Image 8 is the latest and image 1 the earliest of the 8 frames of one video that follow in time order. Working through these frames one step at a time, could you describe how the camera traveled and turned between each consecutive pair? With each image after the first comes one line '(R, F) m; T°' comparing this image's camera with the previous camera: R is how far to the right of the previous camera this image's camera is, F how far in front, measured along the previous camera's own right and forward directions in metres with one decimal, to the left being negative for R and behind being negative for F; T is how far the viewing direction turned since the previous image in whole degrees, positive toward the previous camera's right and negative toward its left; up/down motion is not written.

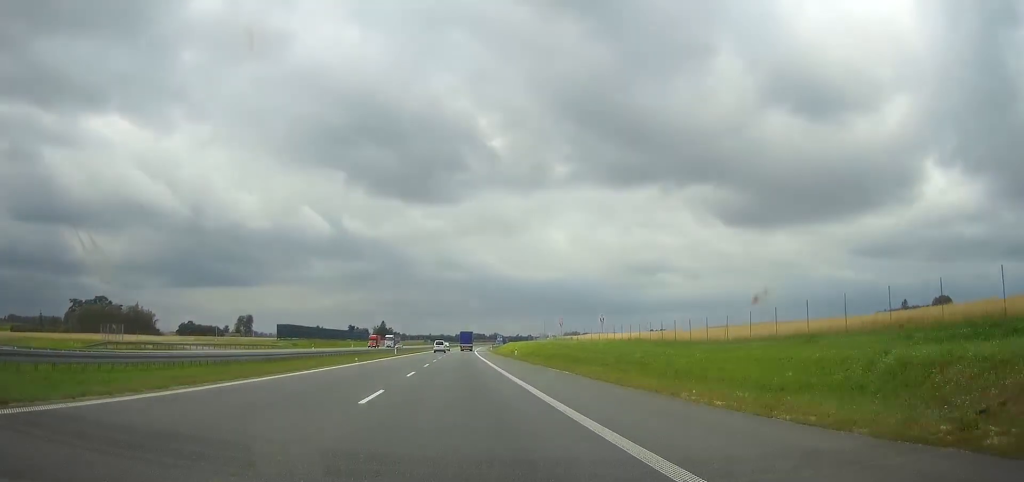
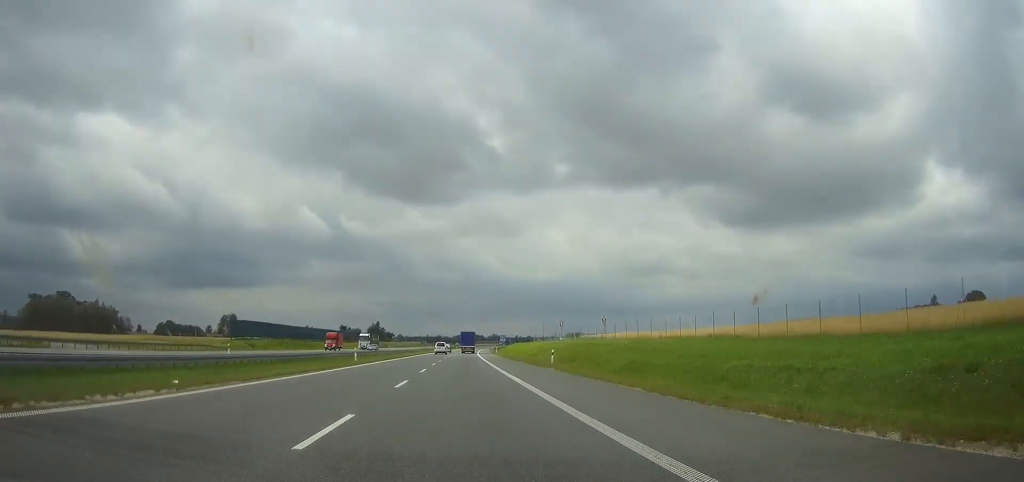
(0.0, +30.0) m; 0°
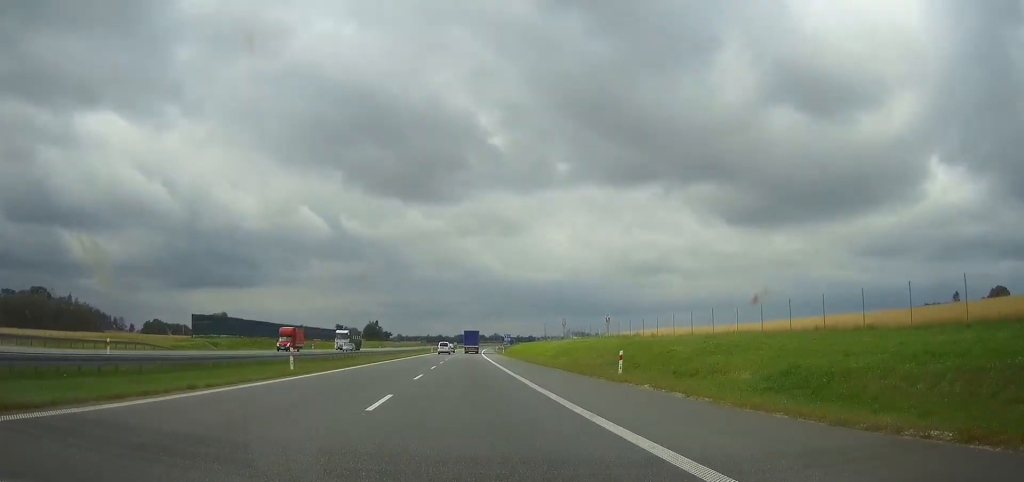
(0.0, +19.2) m; 0°
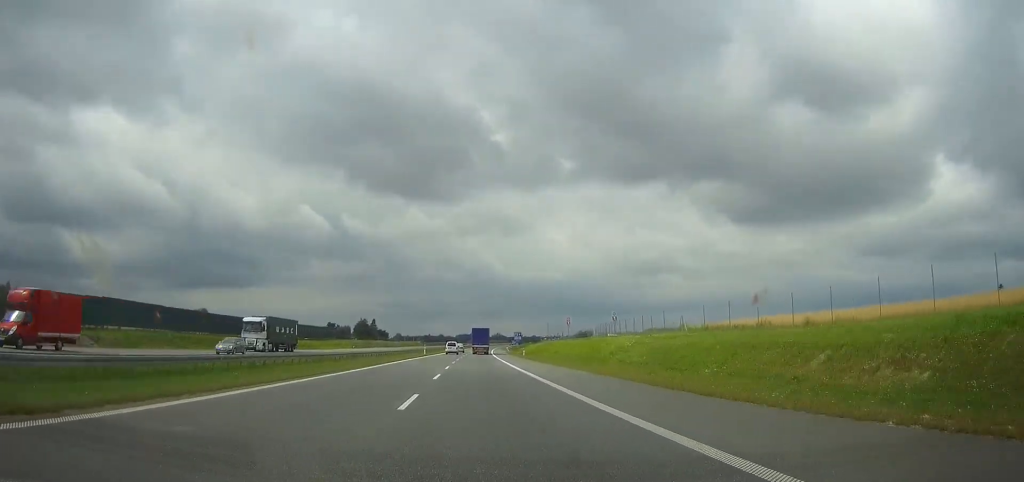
(0.0, +35.8) m; 0°
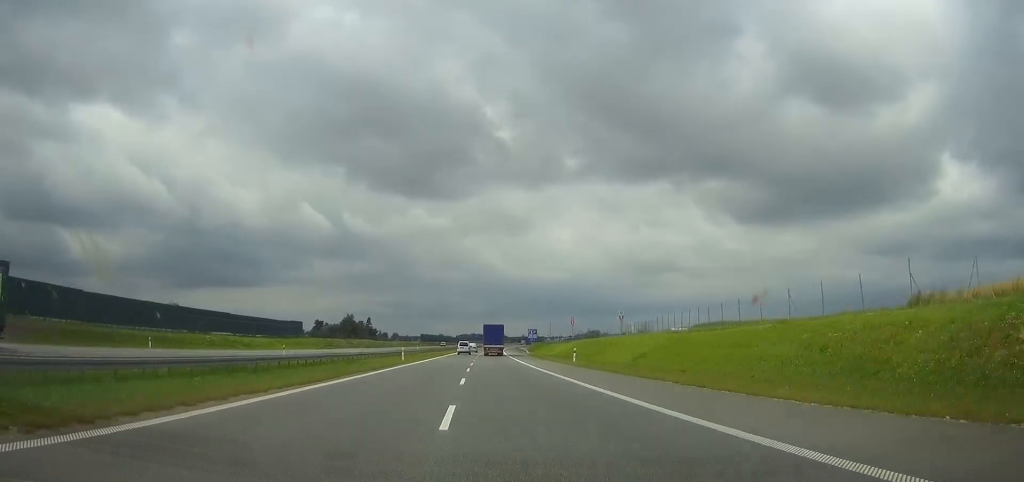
(0.0, +38.9) m; 0°
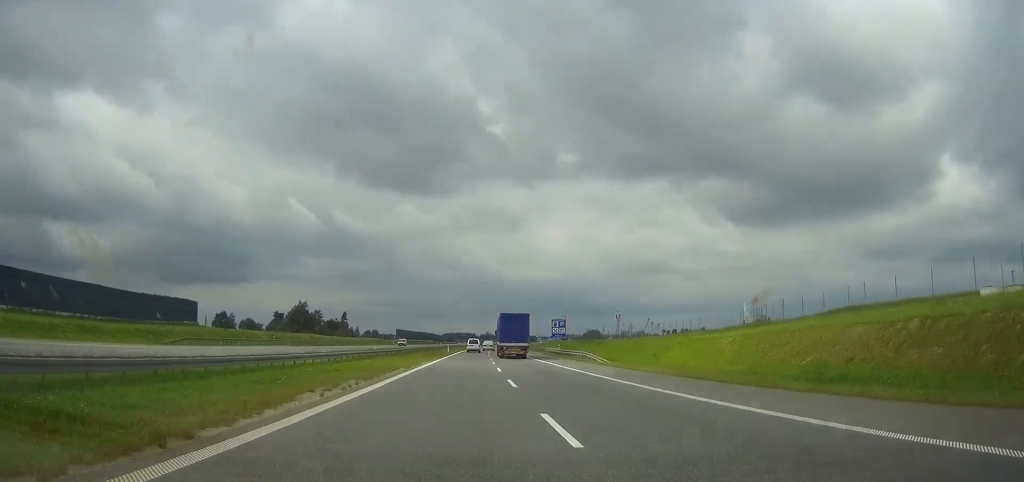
(+0.2, +61.5) m; +2°
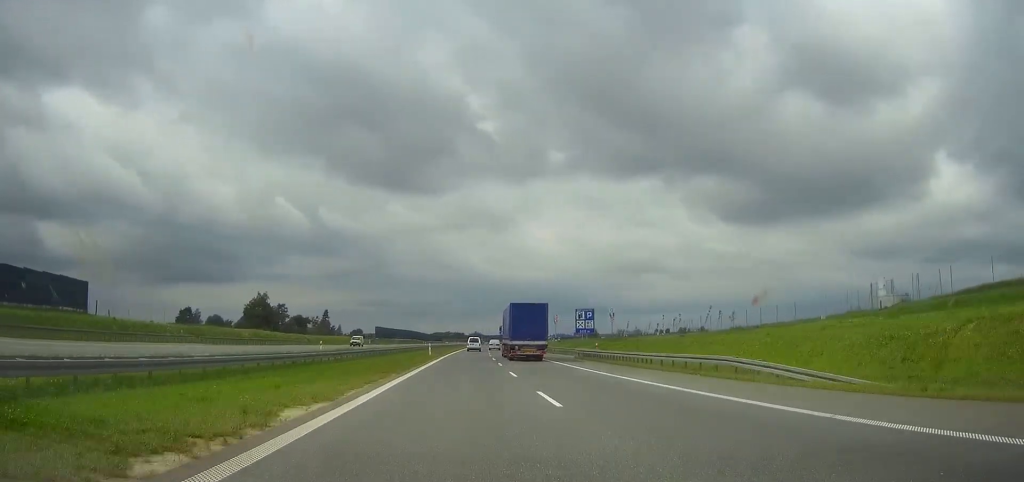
(+0.8, +30.6) m; +2°
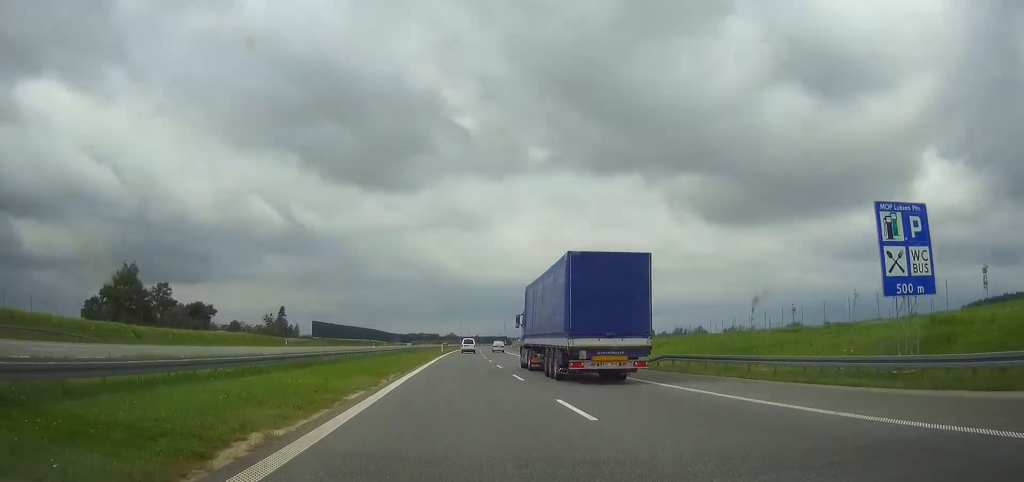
(+1.4, +62.5) m; +1°
